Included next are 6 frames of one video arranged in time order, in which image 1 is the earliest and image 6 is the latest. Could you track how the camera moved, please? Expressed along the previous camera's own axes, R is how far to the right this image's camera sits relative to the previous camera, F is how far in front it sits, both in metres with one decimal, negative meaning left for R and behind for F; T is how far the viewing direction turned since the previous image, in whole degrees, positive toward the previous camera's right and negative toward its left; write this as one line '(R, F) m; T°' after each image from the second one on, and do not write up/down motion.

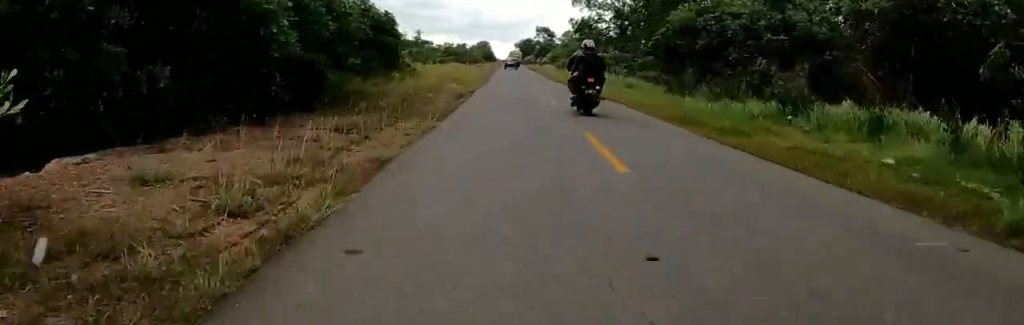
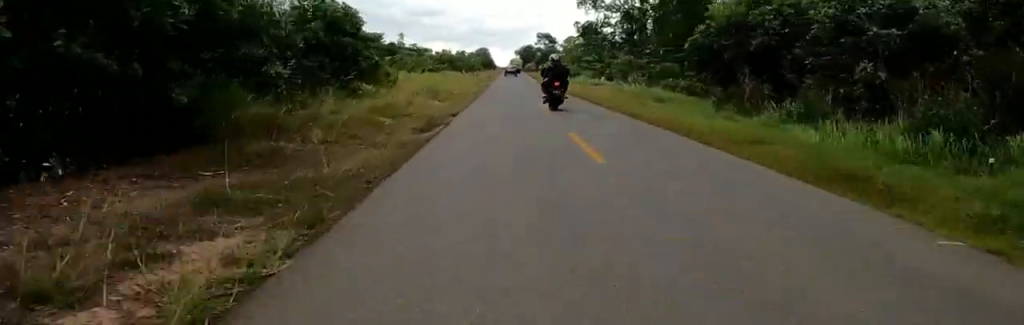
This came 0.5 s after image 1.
(-0.8, +6.7) m; 0°
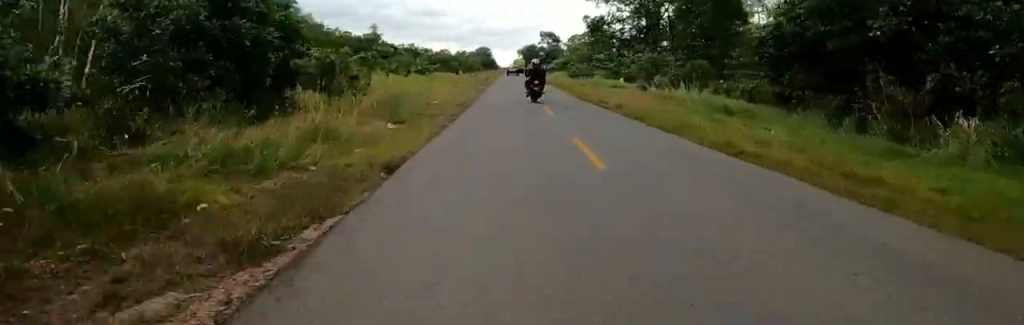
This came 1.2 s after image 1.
(+0.2, +8.0) m; 0°
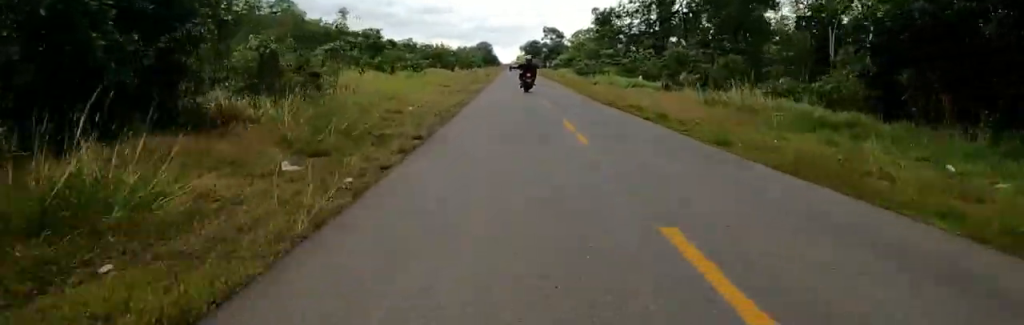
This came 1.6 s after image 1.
(+0.7, +5.9) m; 0°
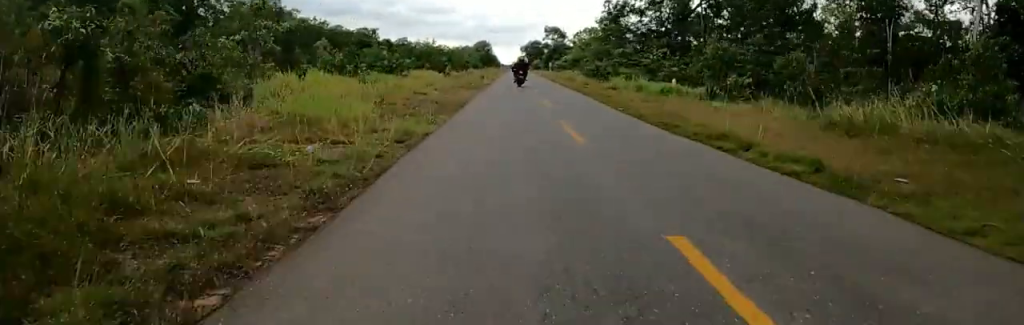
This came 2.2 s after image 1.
(-0.4, +7.8) m; 0°
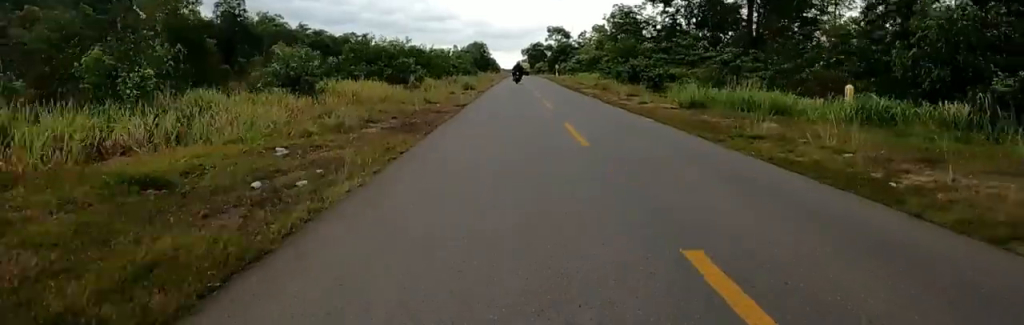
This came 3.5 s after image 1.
(+0.4, +17.5) m; 0°
